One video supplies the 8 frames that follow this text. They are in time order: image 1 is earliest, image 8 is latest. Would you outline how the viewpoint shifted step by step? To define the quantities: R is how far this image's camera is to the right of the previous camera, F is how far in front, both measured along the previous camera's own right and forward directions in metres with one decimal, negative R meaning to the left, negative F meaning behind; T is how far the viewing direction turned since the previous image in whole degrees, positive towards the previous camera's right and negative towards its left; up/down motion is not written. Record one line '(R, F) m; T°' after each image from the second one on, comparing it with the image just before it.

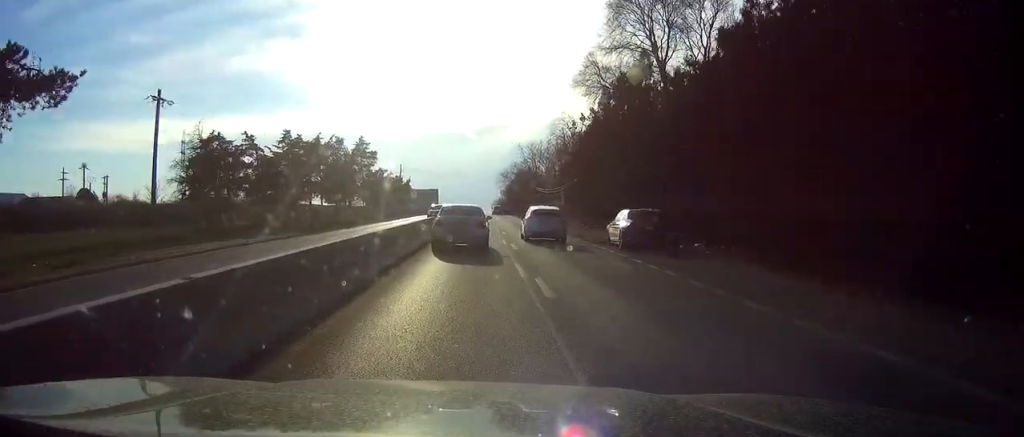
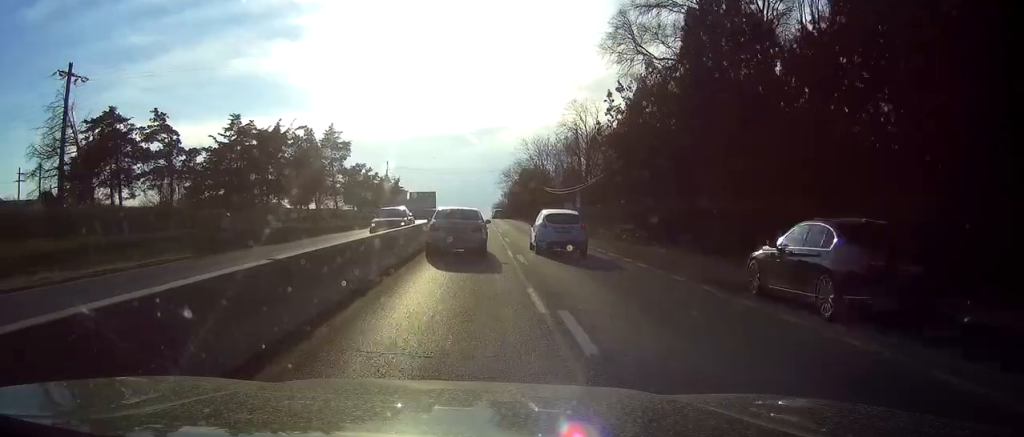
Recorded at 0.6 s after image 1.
(0.0, +16.0) m; 0°
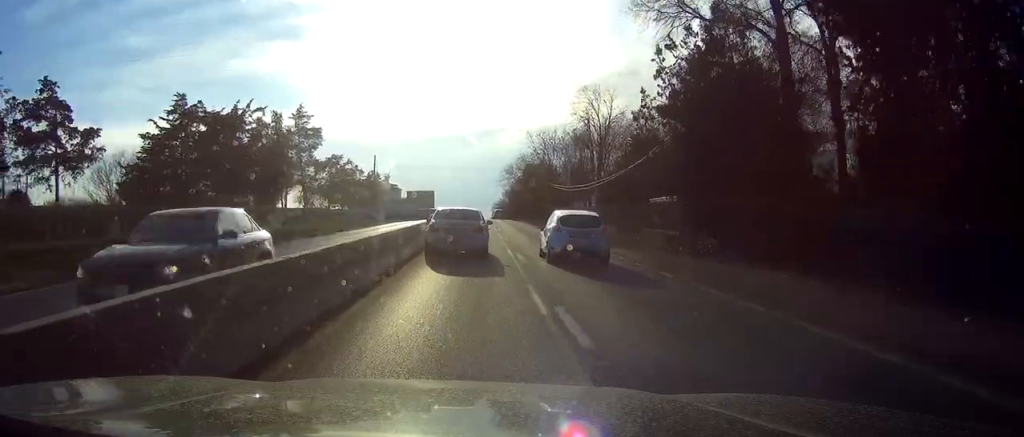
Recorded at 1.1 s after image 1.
(0.0, +11.7) m; 0°
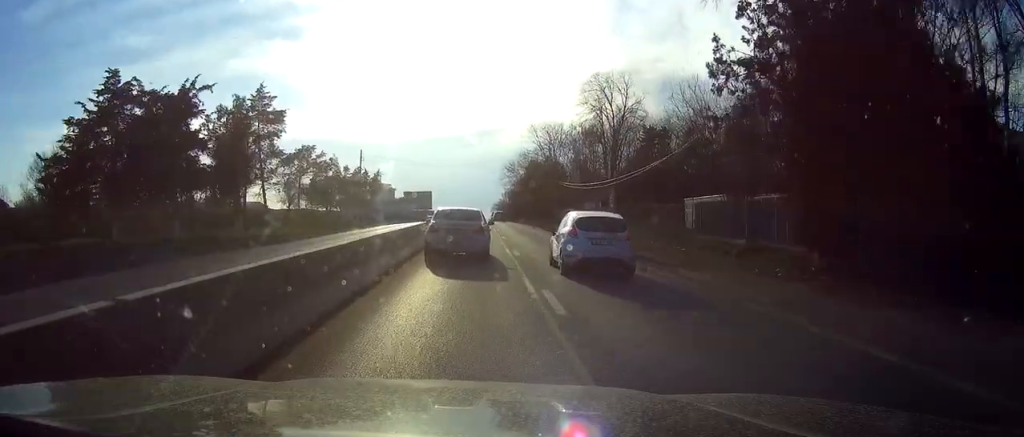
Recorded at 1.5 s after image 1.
(0.0, +10.0) m; 0°
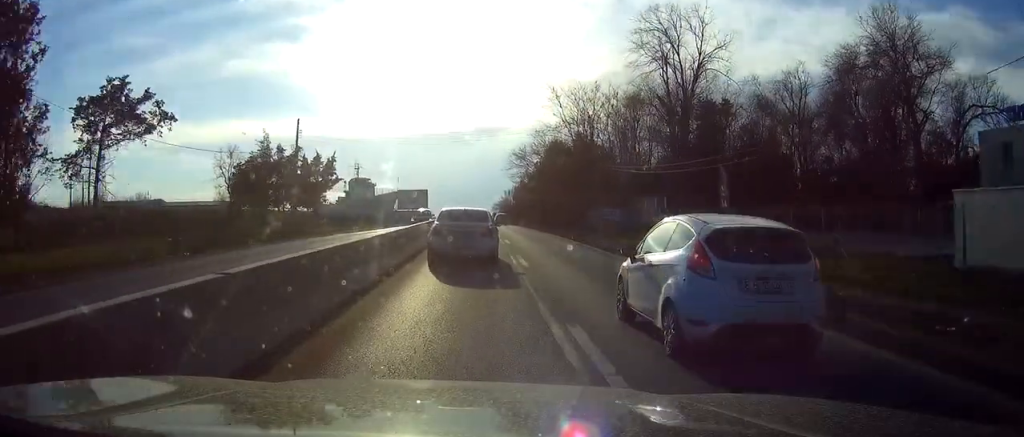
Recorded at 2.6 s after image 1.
(-0.1, +28.3) m; 0°
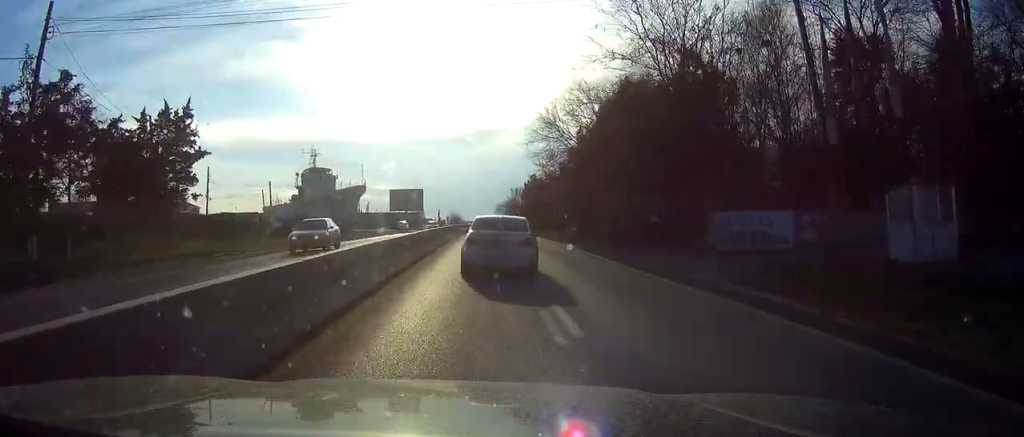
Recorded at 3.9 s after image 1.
(0.0, +32.8) m; 0°
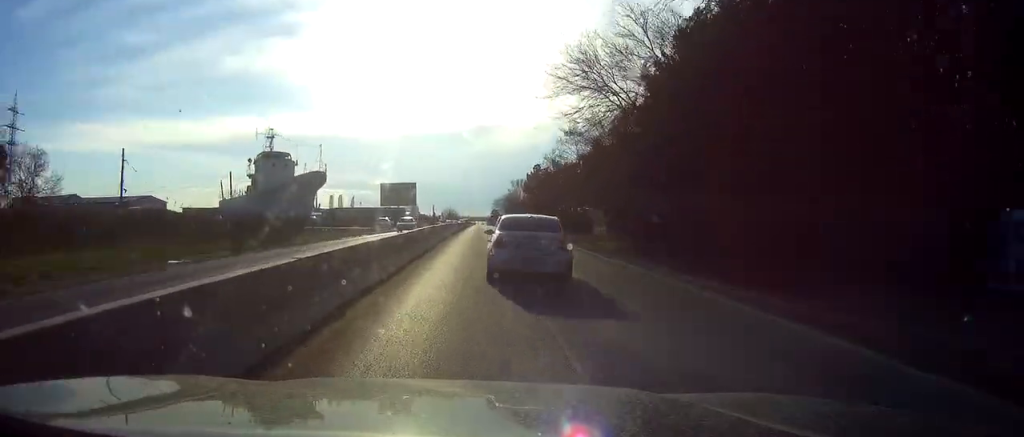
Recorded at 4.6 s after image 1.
(0.0, +18.2) m; 0°
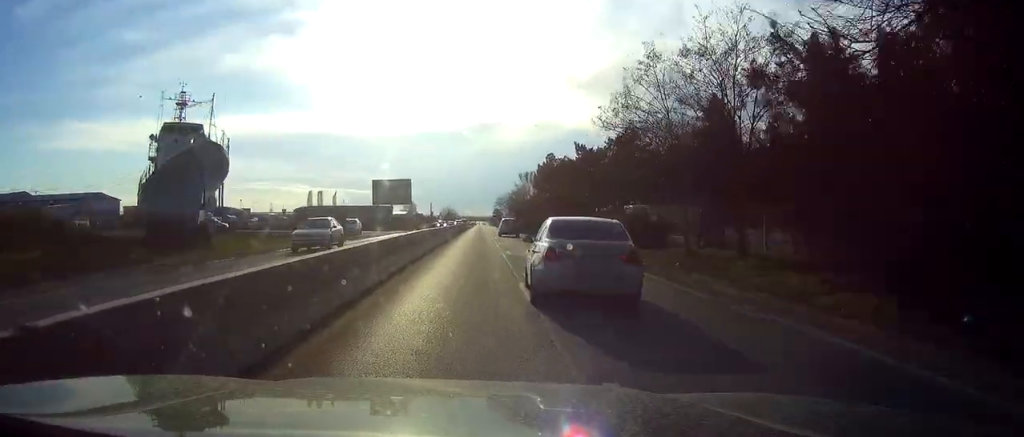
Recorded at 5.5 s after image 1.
(0.0, +23.4) m; 0°
